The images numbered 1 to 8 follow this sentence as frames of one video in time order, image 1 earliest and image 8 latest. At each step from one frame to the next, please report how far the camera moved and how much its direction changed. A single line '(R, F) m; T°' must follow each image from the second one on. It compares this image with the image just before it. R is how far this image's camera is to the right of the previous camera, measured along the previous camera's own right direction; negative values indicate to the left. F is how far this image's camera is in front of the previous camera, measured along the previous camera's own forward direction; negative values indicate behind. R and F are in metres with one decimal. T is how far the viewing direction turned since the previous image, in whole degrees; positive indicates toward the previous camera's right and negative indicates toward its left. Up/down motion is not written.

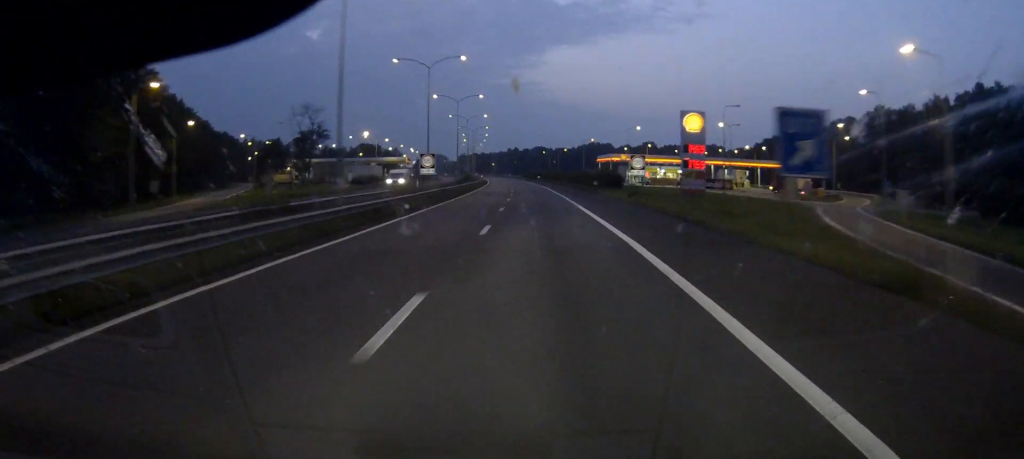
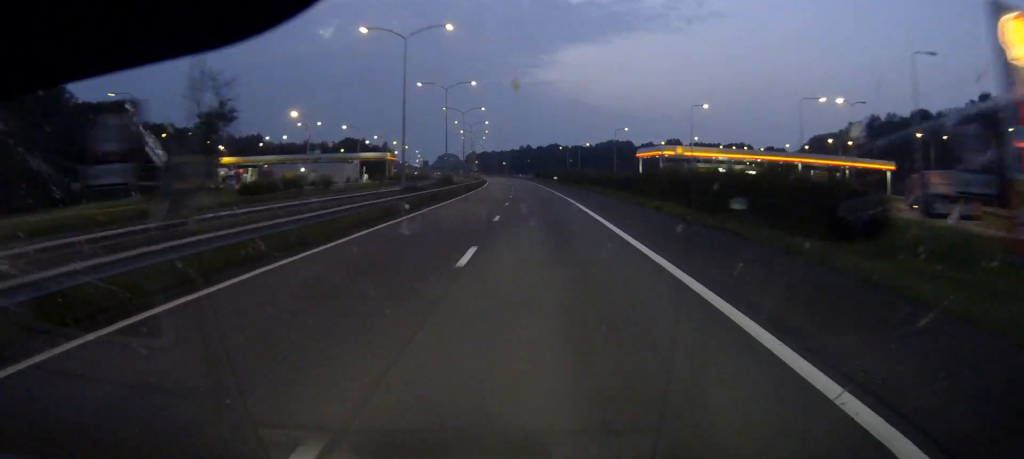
(-0.4, +43.0) m; -1°
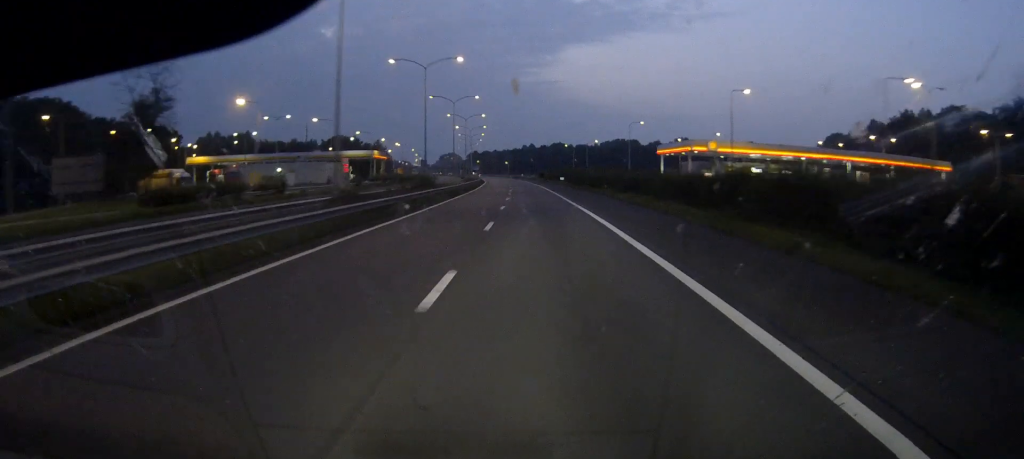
(0.0, +16.3) m; 0°
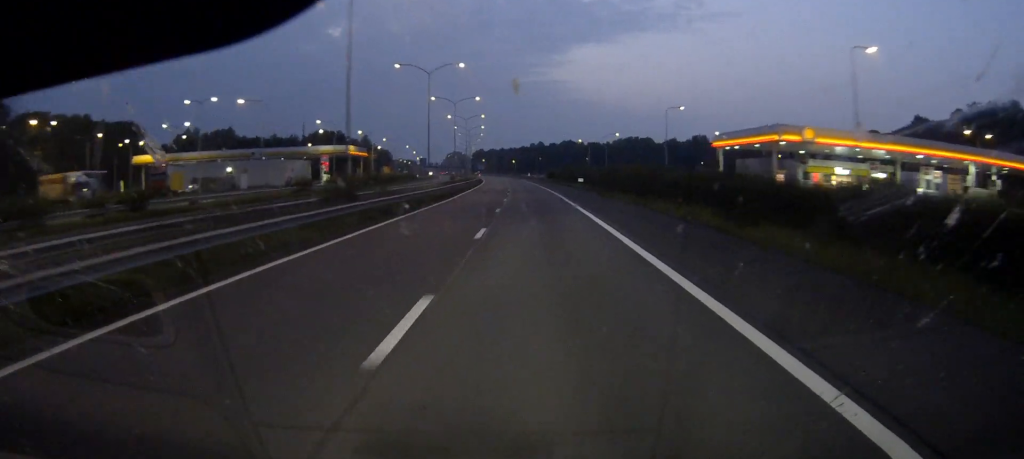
(-0.2, +26.8) m; -1°
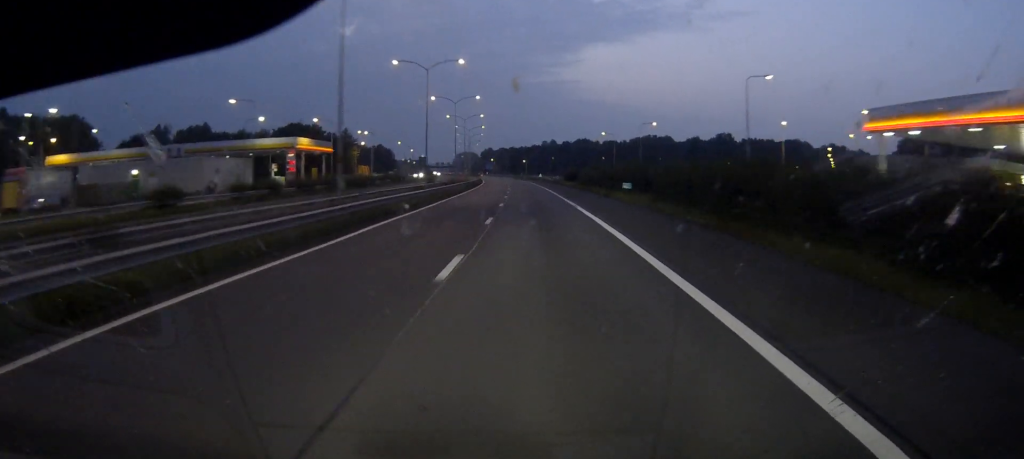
(-0.2, +31.5) m; -1°
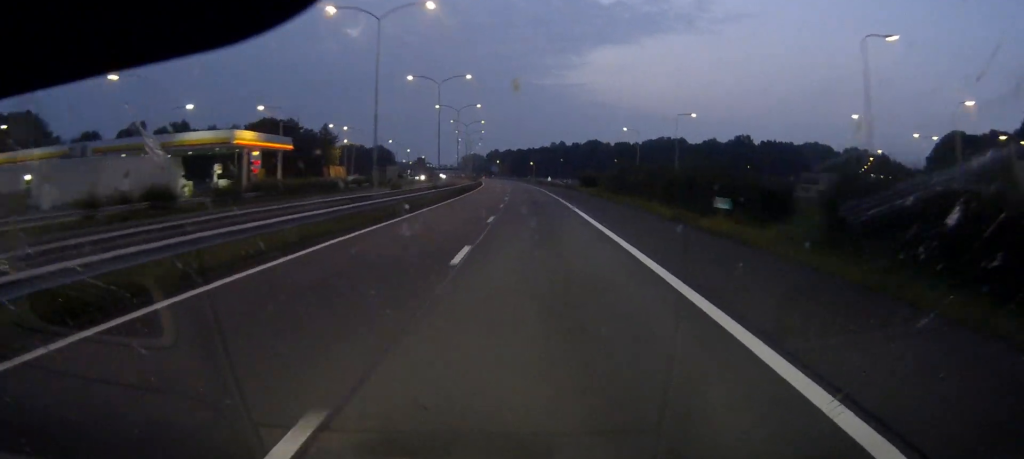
(-0.1, +22.0) m; -1°
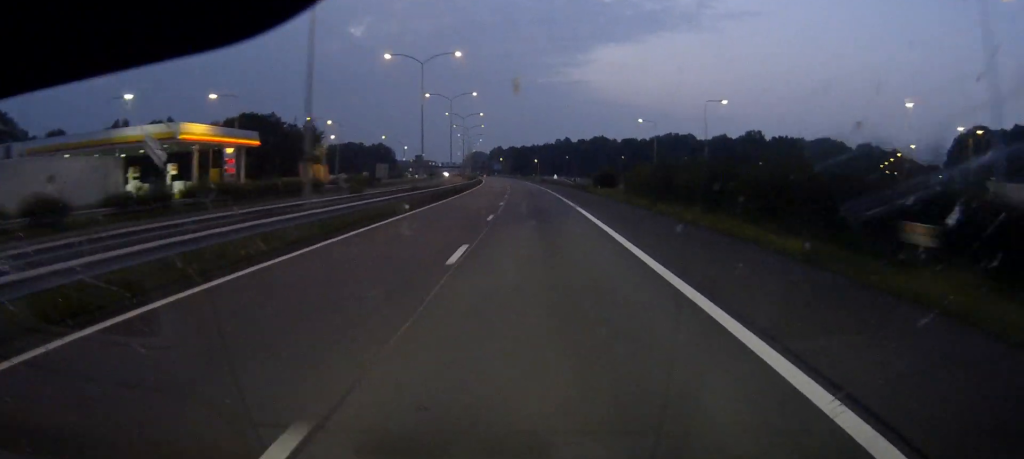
(0.0, +12.4) m; 0°
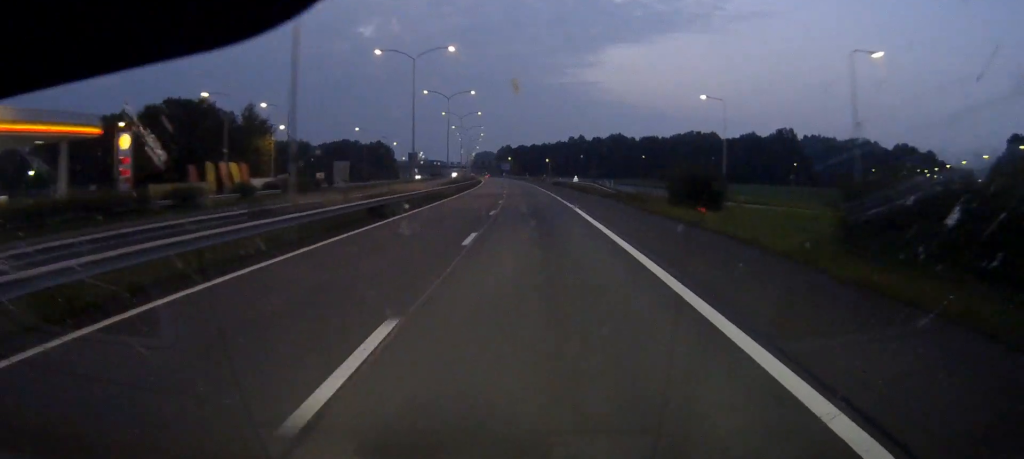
(-0.3, +32.9) m; -1°
